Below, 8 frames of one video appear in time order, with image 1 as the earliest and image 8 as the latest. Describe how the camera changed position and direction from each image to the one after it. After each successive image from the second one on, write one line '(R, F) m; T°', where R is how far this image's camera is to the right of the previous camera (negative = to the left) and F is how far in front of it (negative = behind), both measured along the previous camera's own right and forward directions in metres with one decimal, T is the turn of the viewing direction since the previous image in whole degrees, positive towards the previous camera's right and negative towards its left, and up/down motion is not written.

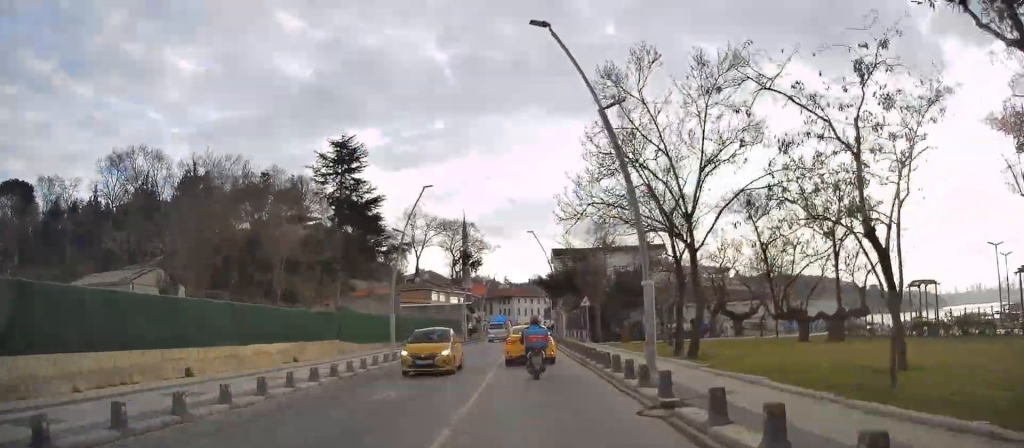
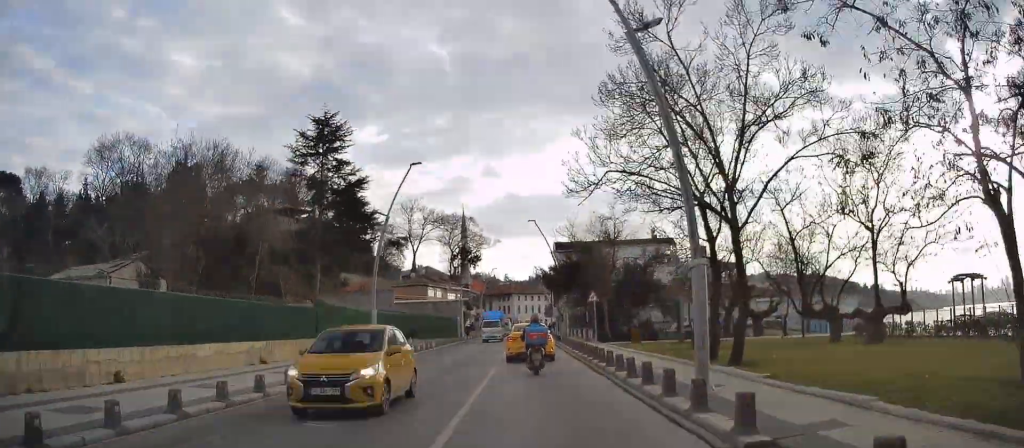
(+0.1, +3.9) m; 0°
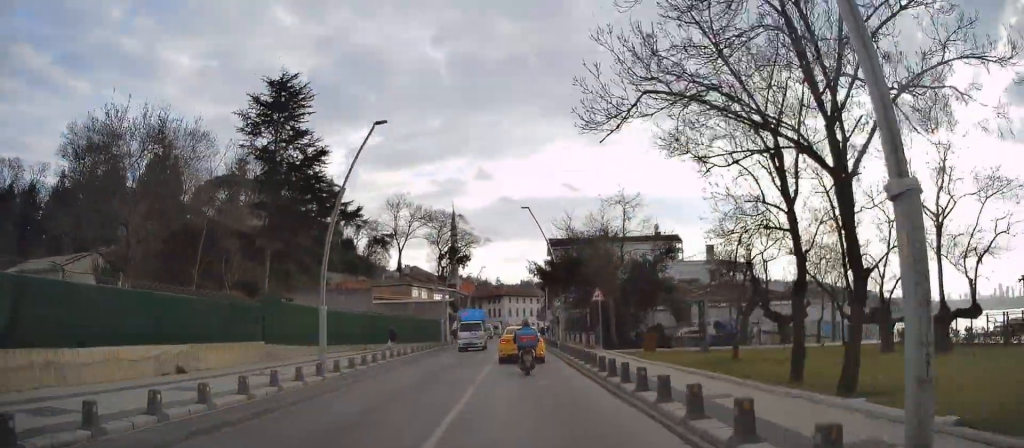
(-0.2, +6.0) m; -1°
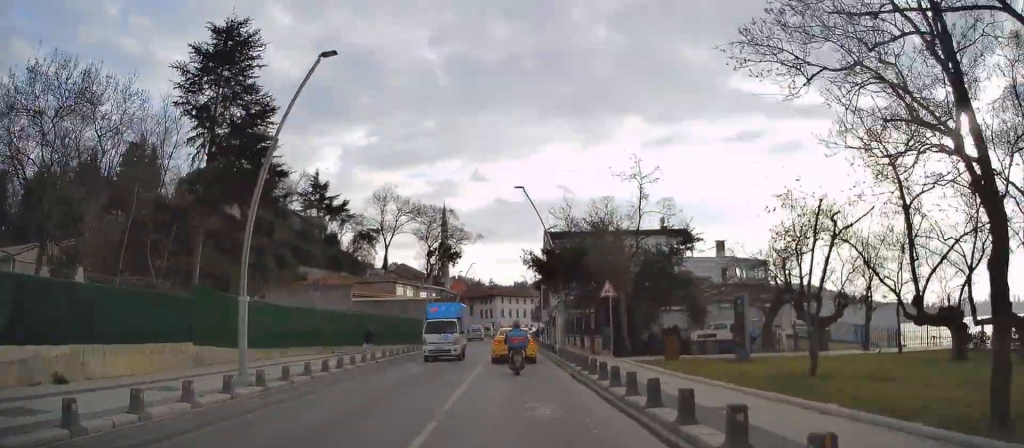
(0.0, +5.8) m; -1°
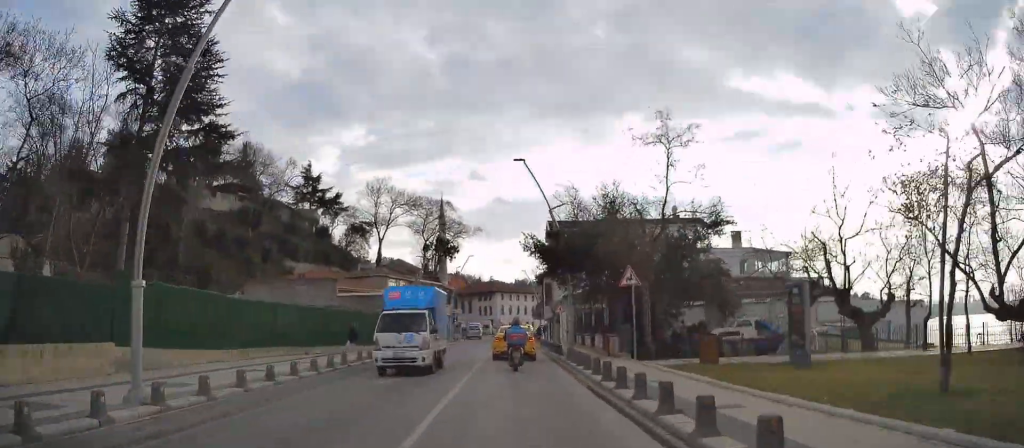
(0.0, +4.7) m; 0°
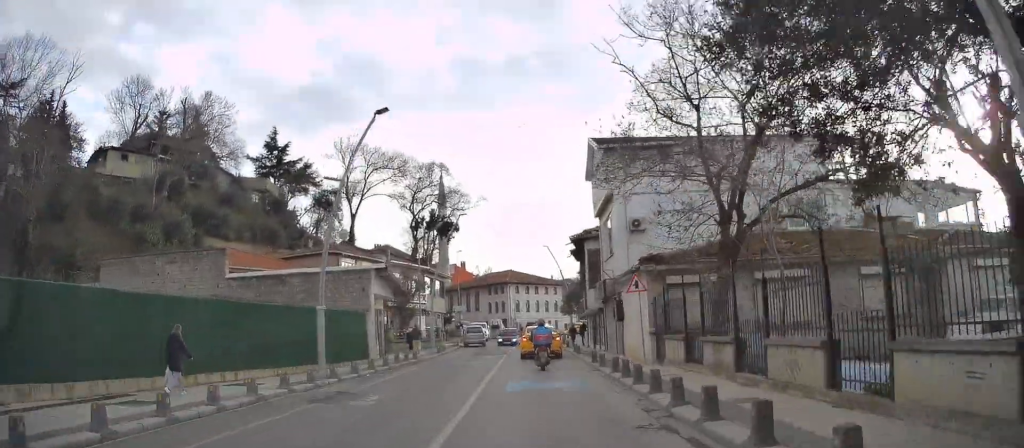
(-0.2, +23.2) m; +1°
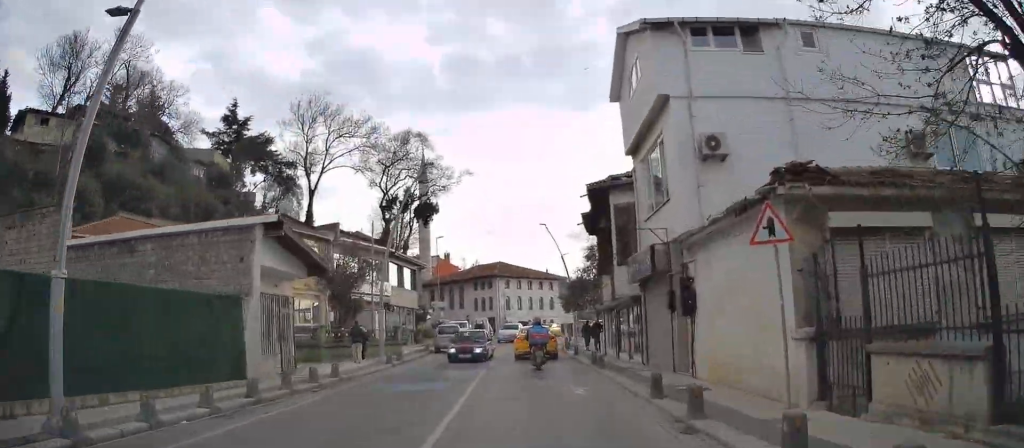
(+0.2, +11.5) m; +1°
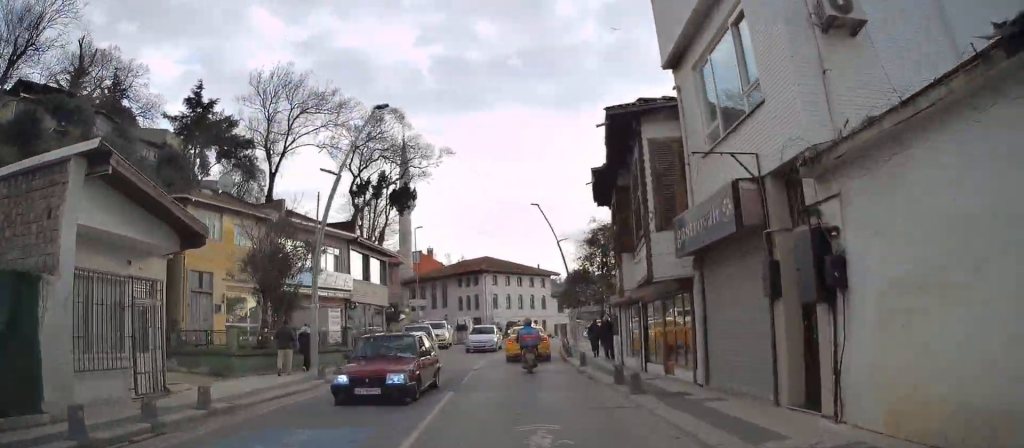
(-0.1, +7.1) m; 0°
